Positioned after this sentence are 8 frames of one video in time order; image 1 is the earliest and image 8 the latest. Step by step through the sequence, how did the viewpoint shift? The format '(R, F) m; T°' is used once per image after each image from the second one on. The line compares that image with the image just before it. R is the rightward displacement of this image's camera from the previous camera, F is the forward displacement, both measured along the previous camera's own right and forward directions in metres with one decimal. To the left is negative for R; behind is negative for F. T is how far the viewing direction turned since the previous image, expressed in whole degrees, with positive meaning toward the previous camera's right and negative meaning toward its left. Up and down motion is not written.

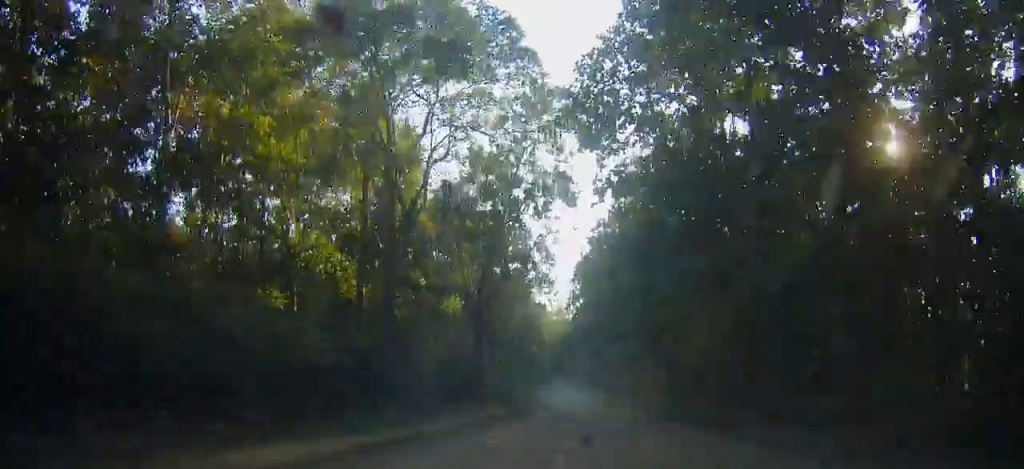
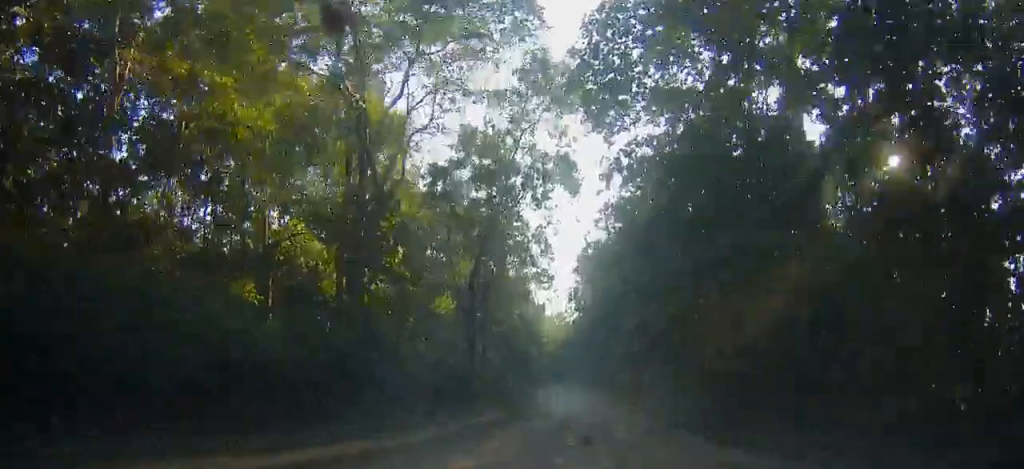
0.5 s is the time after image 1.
(0.0, +4.7) m; 0°
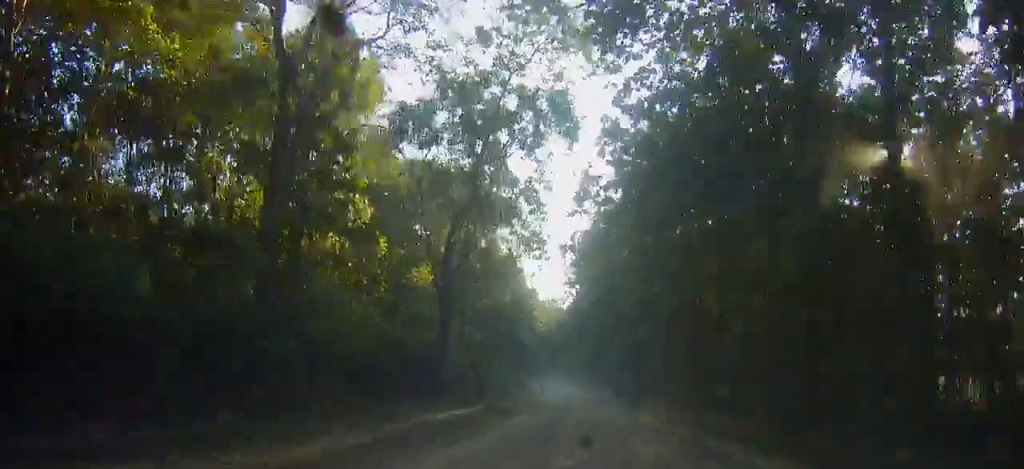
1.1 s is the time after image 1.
(0.0, +6.5) m; 0°
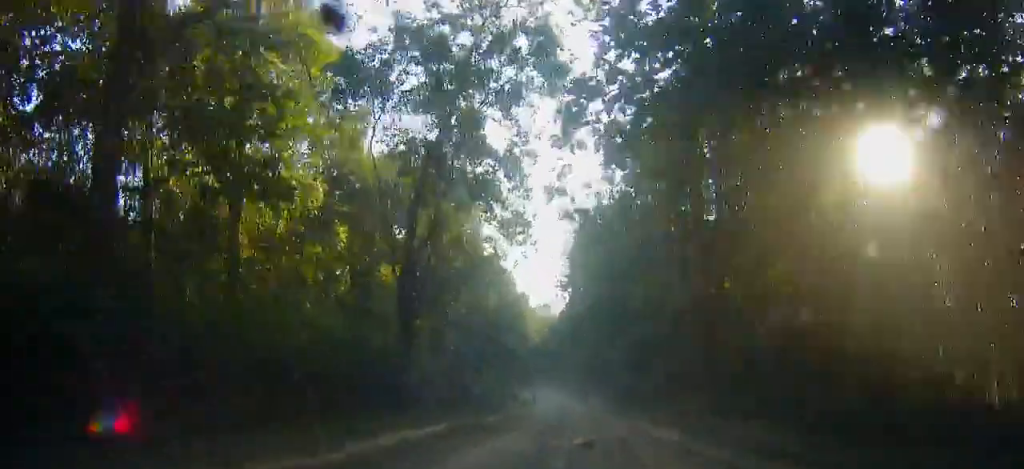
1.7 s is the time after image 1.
(0.0, +6.6) m; 0°
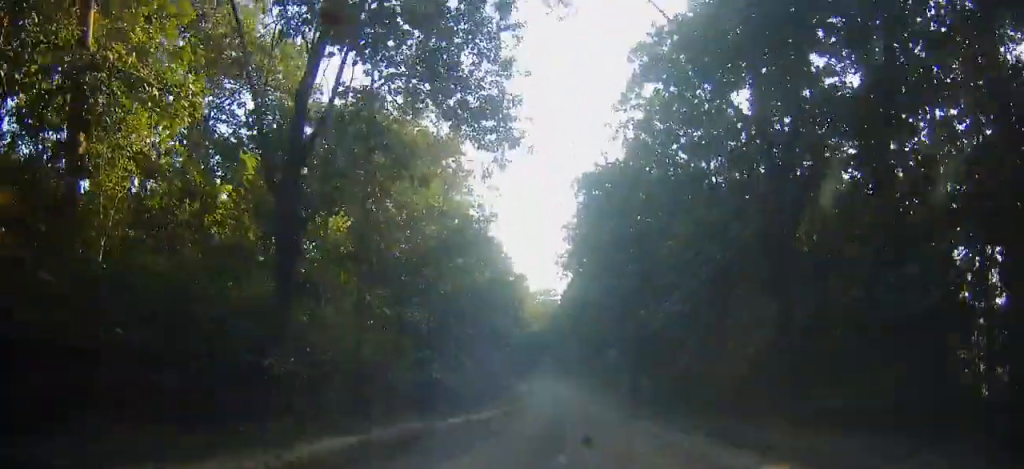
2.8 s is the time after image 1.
(0.0, +12.0) m; 0°
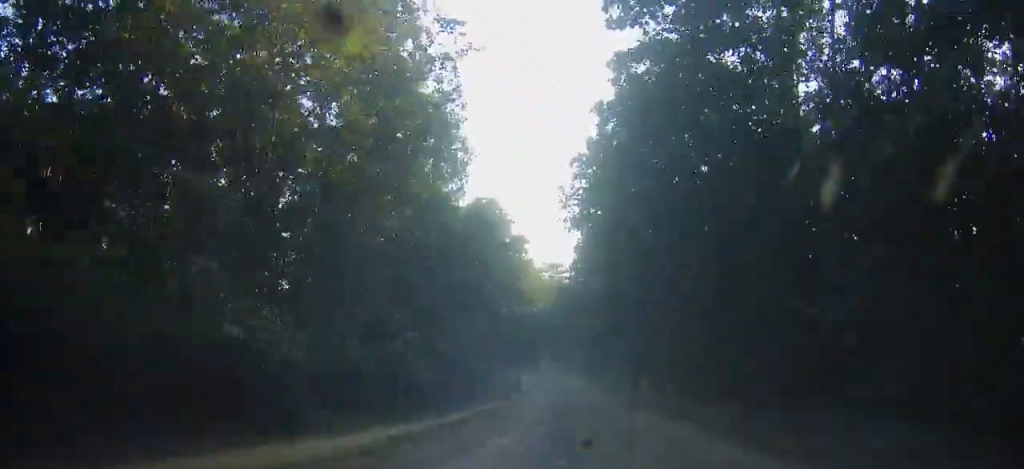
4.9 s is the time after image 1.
(-0.3, +24.4) m; -3°
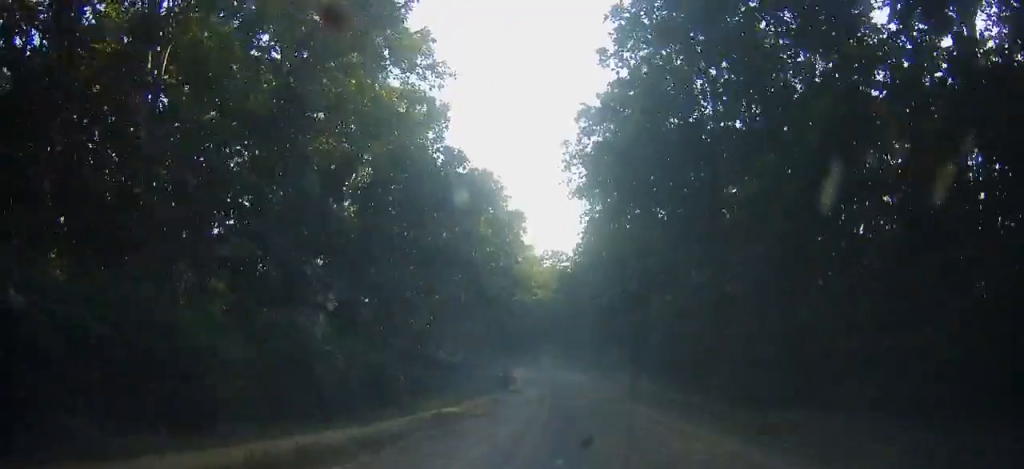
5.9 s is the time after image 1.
(-0.2, +11.8) m; -1°
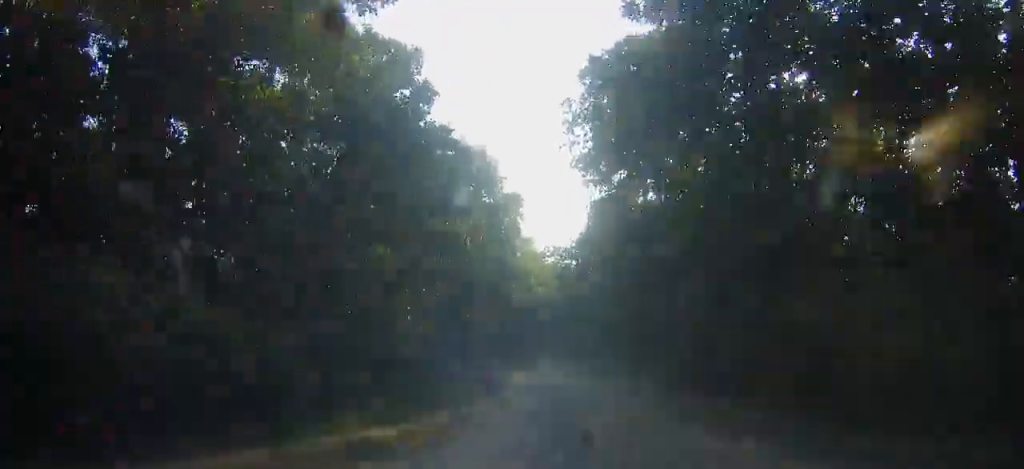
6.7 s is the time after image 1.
(-0.1, +9.5) m; 0°
